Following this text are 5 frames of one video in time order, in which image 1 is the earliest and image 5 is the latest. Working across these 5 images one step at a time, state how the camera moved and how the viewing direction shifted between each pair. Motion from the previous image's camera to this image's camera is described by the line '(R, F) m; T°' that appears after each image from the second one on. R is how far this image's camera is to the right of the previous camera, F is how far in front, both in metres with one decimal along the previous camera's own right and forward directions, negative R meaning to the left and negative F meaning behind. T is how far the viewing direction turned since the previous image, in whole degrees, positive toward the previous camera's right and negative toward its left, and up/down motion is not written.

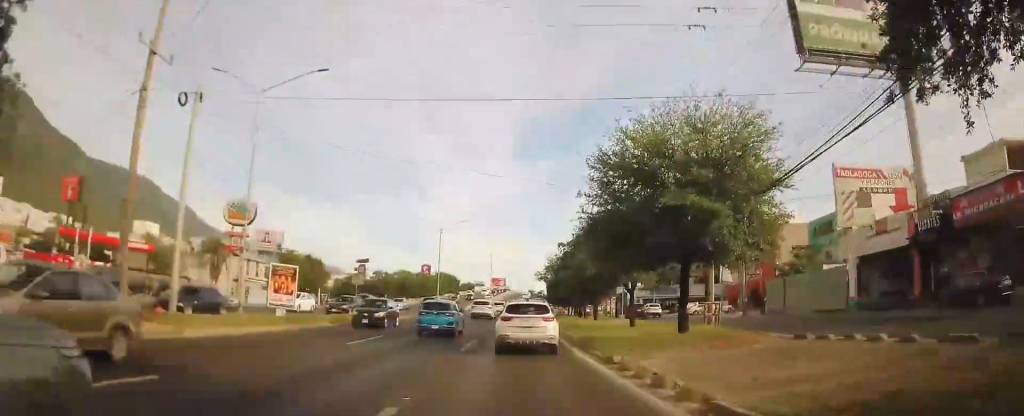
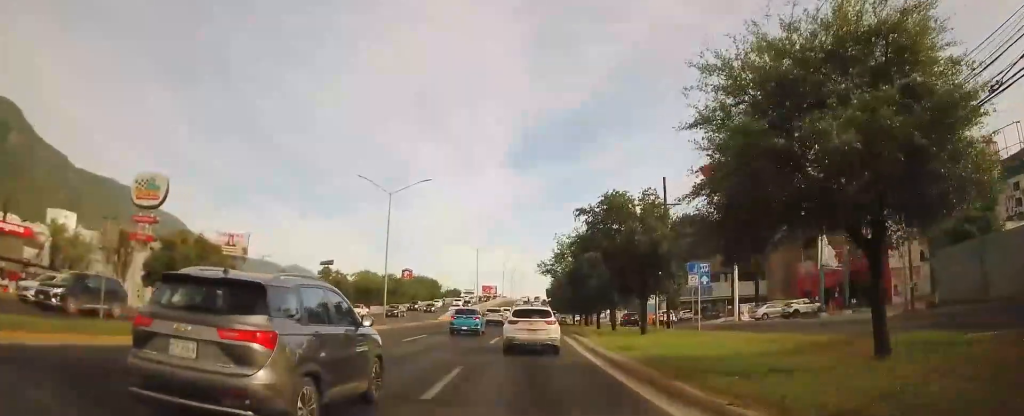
(+0.9, +24.2) m; +2°
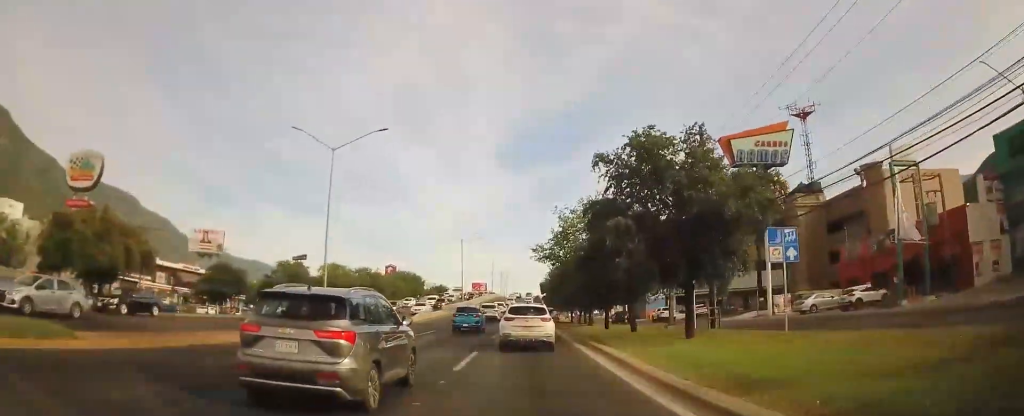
(-0.2, +11.1) m; -1°
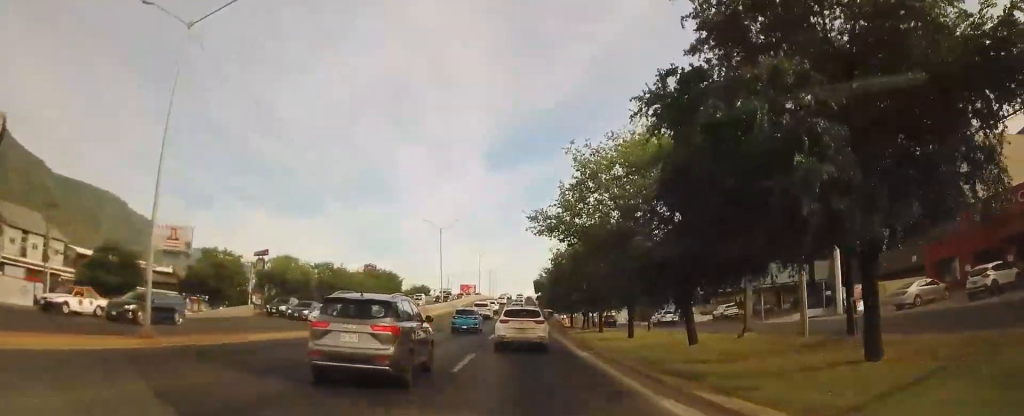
(0.0, +14.4) m; +1°
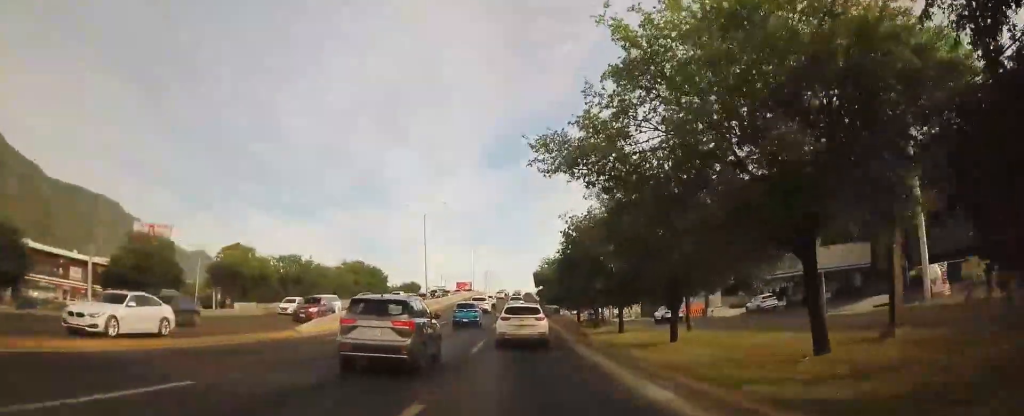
(+0.2, +10.7) m; +2°
